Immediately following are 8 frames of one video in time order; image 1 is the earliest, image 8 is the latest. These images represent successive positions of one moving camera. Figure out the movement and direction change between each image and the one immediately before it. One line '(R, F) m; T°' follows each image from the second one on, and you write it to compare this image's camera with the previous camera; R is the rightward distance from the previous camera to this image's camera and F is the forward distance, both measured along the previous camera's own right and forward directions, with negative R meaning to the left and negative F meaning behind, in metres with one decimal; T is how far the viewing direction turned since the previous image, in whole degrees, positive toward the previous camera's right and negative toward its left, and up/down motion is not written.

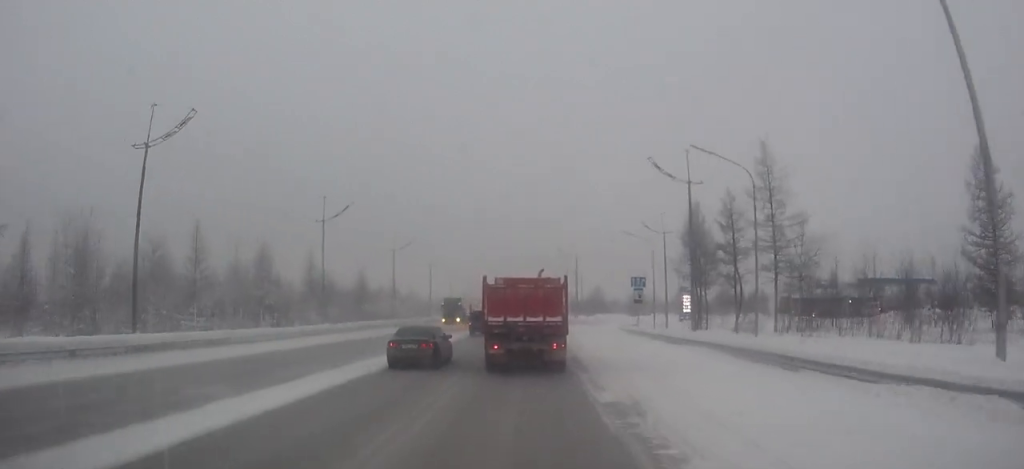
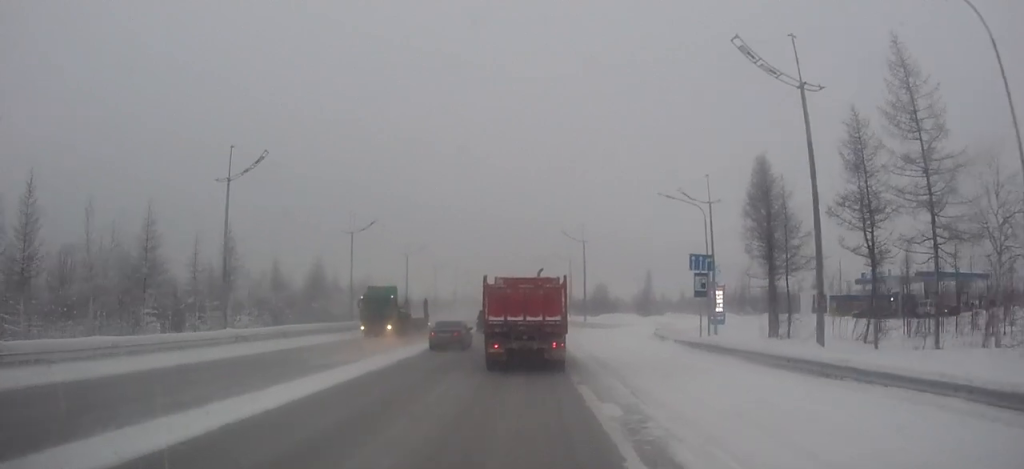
(0.0, +16.3) m; 0°
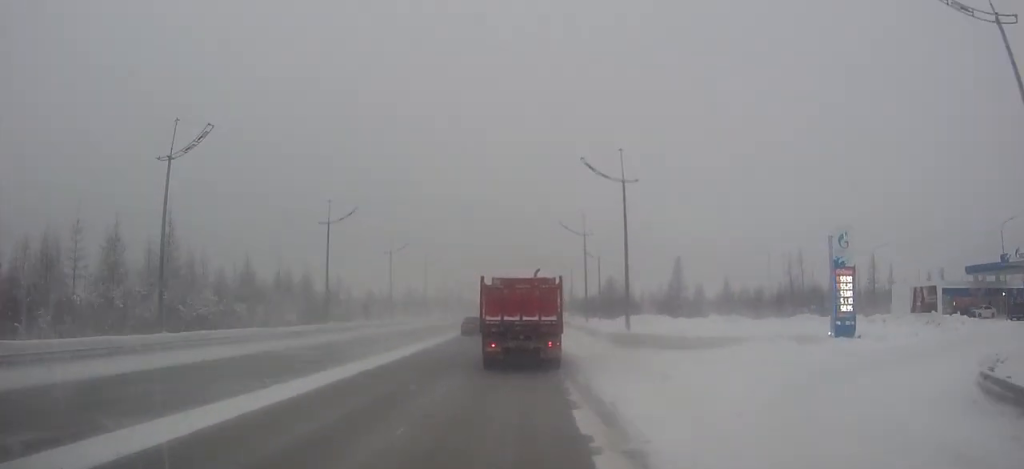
(+0.2, +31.2) m; 0°
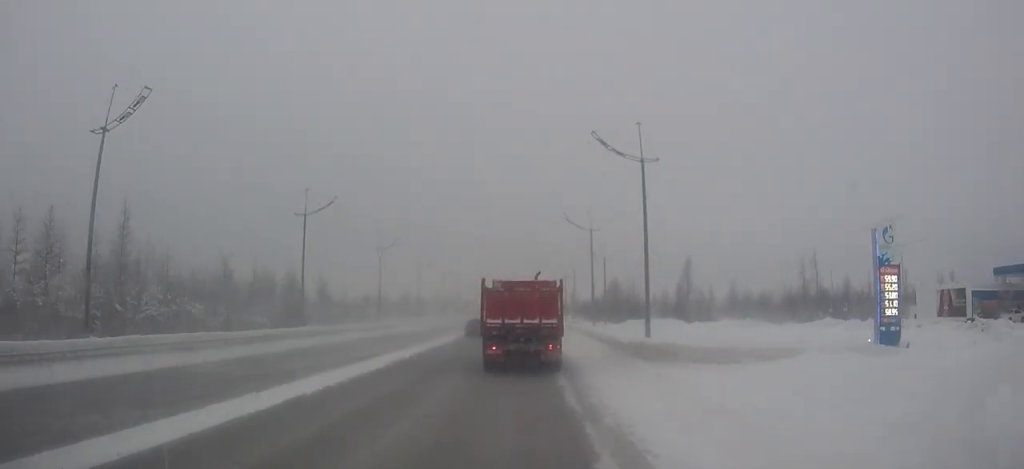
(0.0, +5.8) m; 0°
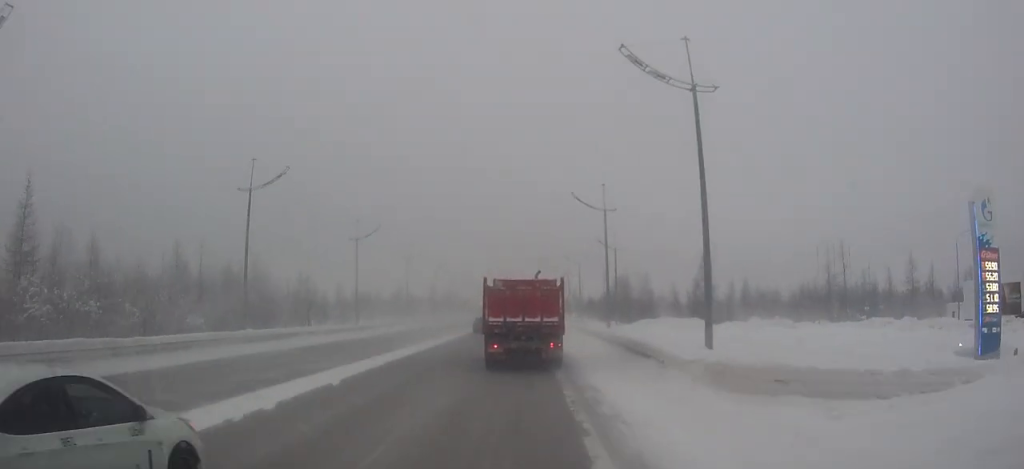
(0.0, +9.9) m; 0°
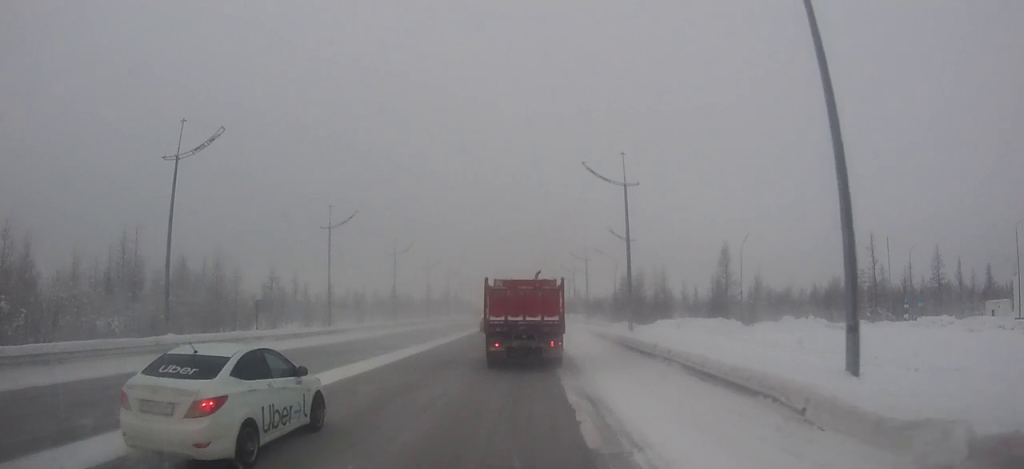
(0.0, +9.0) m; 0°
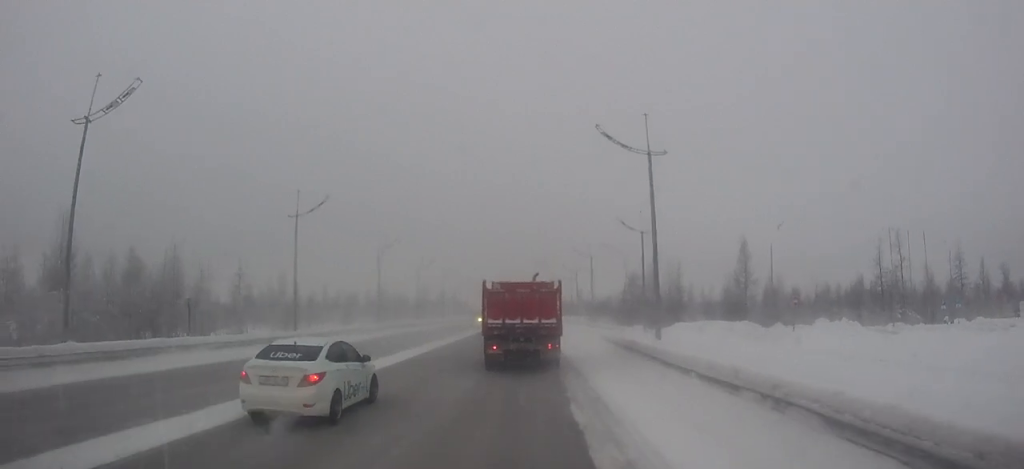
(0.0, +7.7) m; 0°
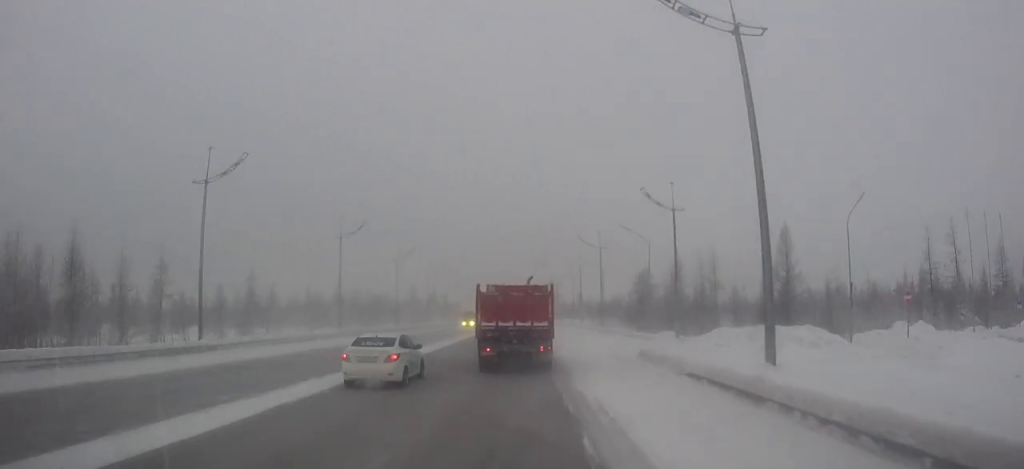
(0.0, +13.5) m; 0°
